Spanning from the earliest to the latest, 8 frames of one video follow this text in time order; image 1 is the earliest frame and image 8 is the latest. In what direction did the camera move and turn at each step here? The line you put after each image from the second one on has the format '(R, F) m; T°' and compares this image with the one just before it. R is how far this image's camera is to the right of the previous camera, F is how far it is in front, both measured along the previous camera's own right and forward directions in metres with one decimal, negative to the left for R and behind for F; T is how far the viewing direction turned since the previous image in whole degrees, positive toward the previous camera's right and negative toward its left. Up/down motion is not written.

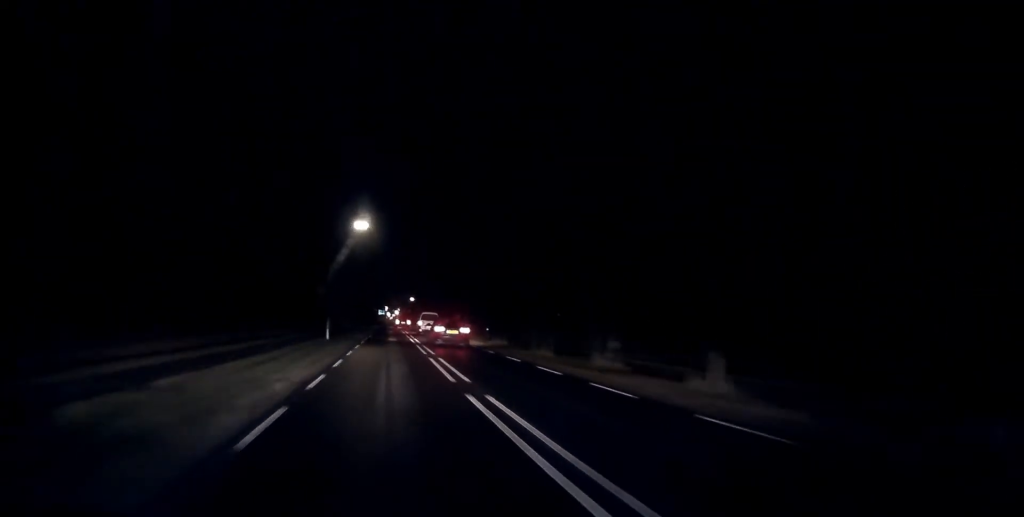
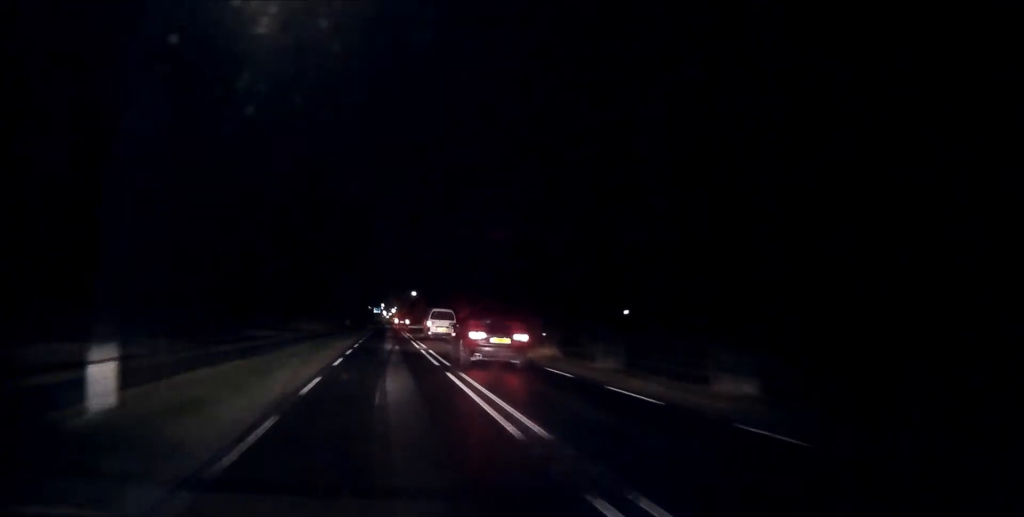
(-0.1, +31.8) m; 0°
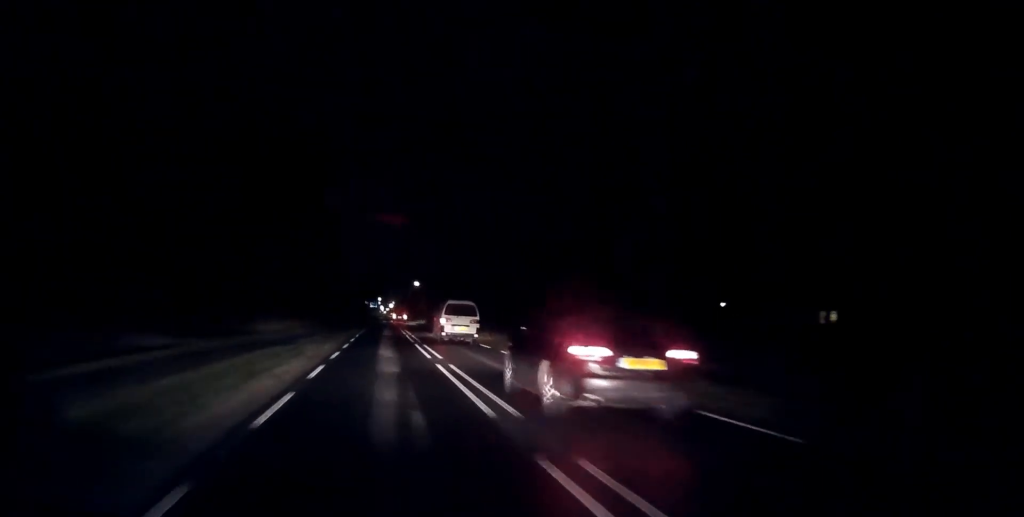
(0.0, +23.2) m; 0°
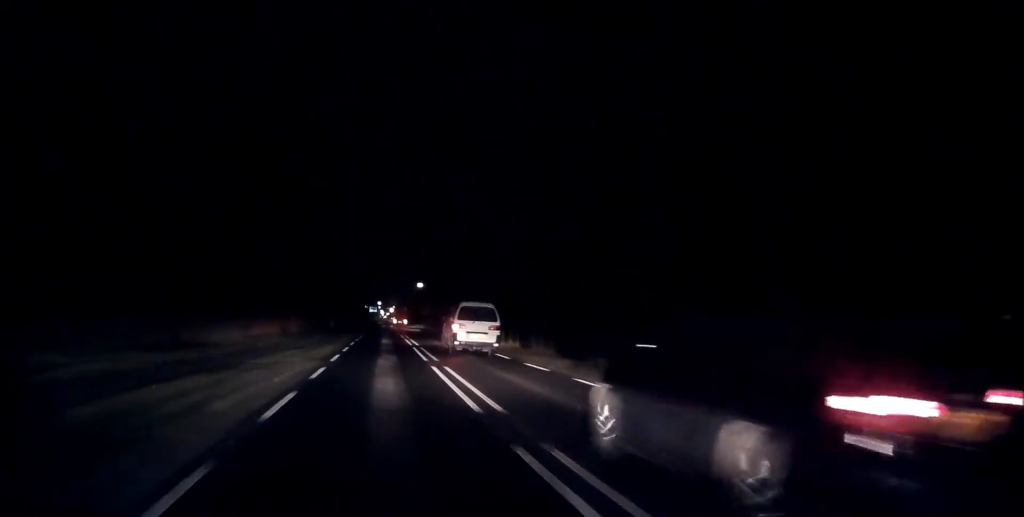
(0.0, +11.2) m; 0°
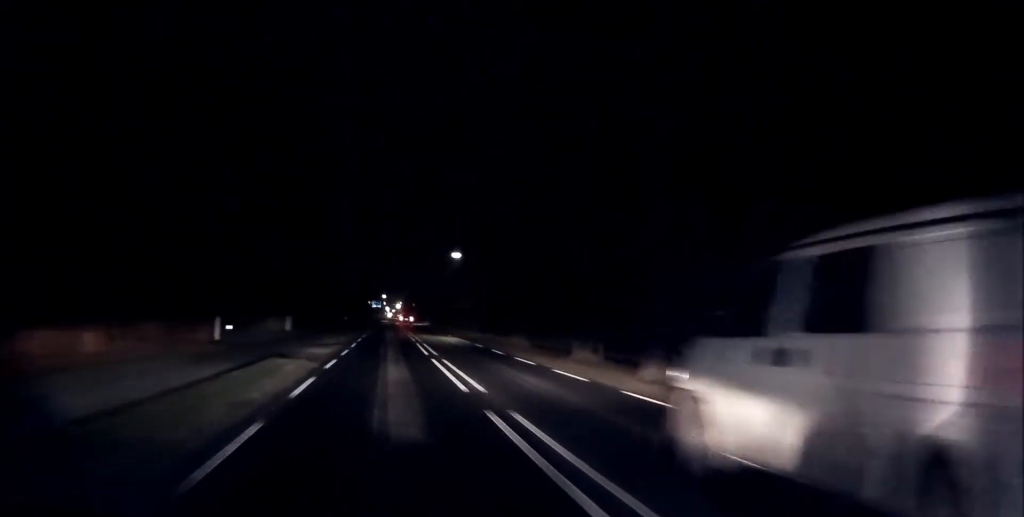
(0.0, +46.5) m; +1°
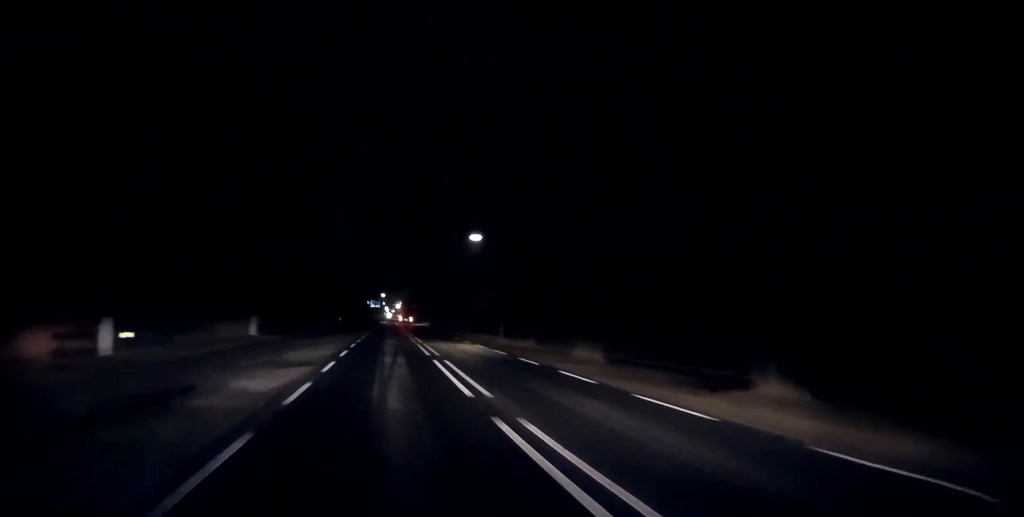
(0.0, +12.8) m; +1°
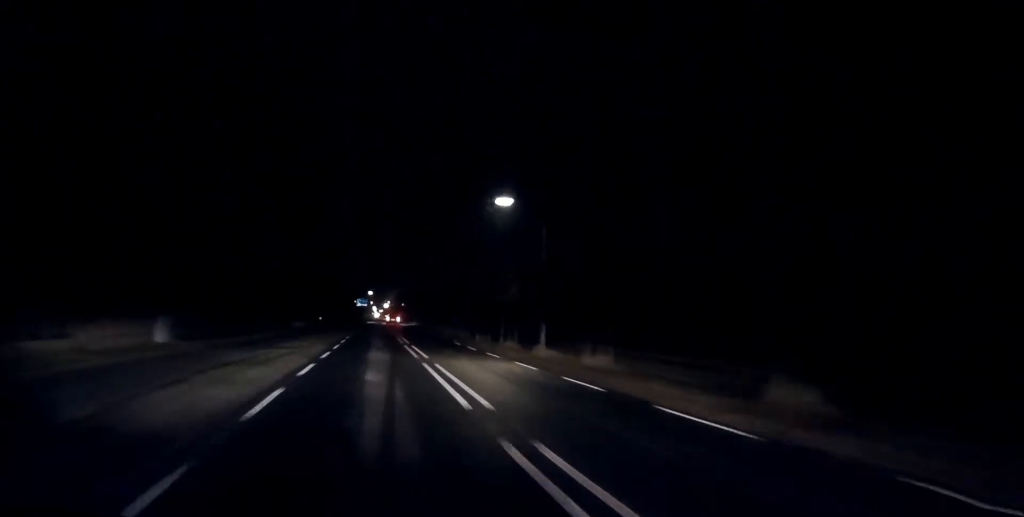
(+0.1, +13.9) m; 0°
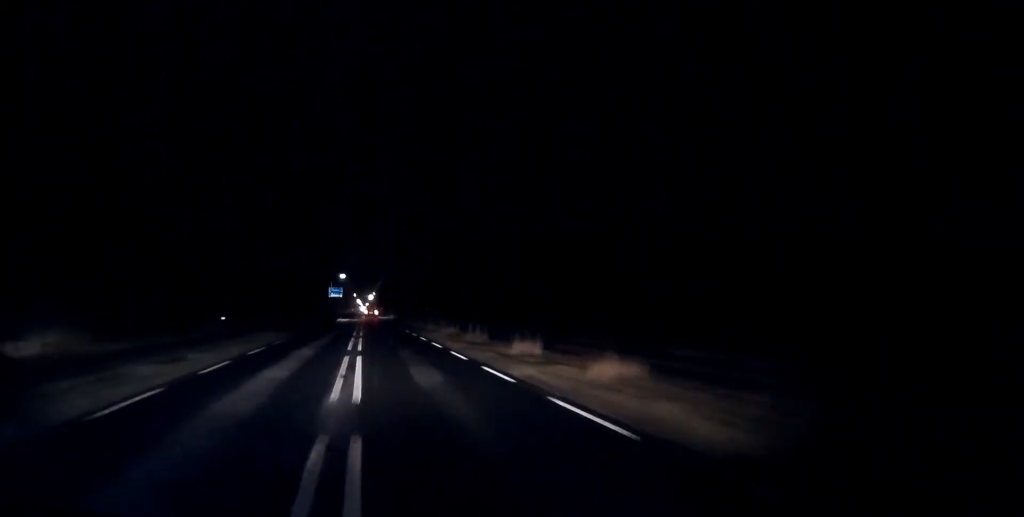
(+0.4, +48.2) m; 0°
